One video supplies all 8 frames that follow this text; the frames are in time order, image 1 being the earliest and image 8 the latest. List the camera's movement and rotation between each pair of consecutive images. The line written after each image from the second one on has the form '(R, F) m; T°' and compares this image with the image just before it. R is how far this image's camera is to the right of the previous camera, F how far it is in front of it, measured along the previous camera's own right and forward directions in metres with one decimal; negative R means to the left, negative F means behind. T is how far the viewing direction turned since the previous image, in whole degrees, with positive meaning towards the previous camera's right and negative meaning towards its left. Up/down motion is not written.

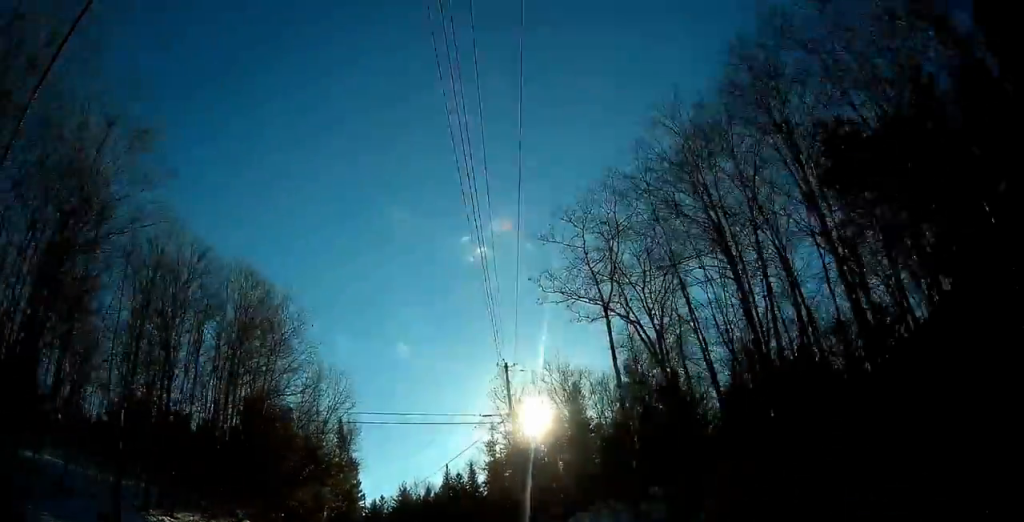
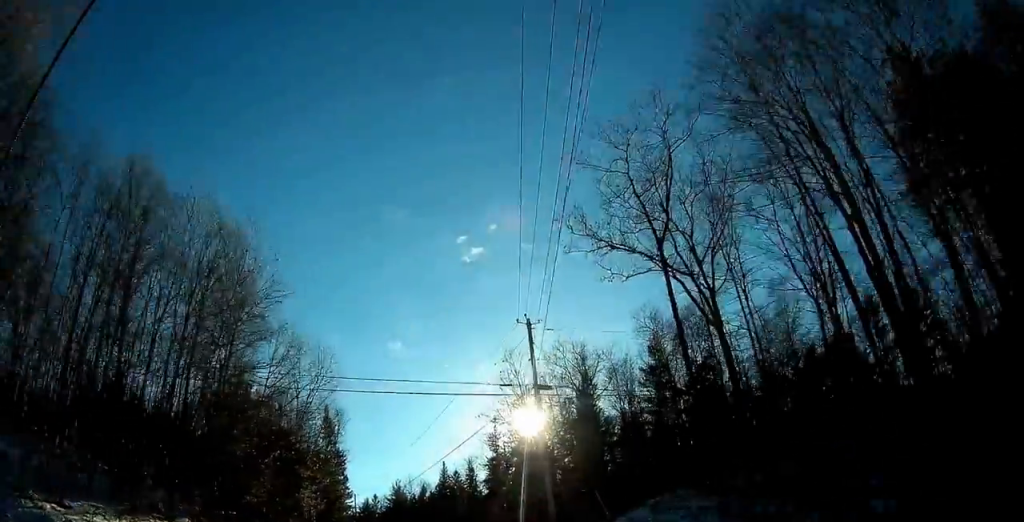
(-0.3, +8.5) m; 0°
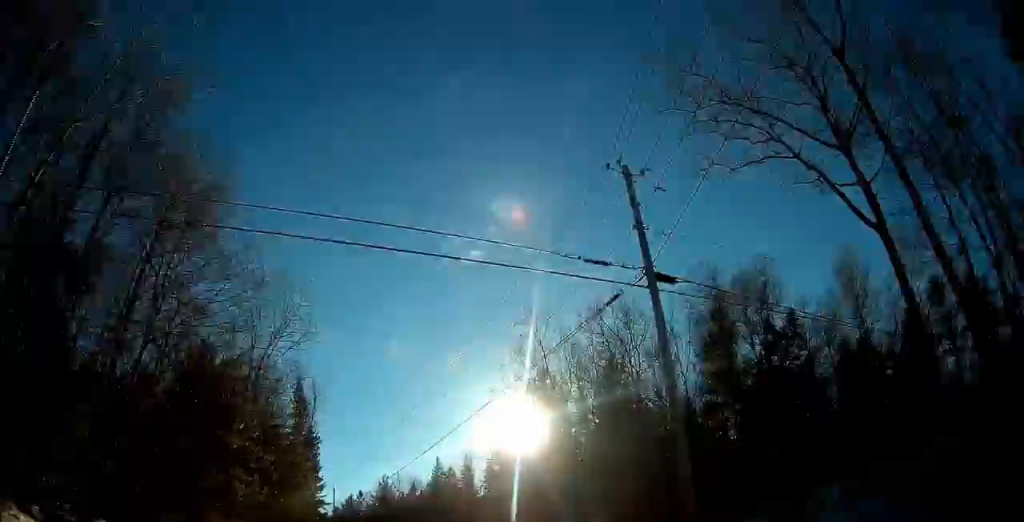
(+0.4, +12.6) m; +3°
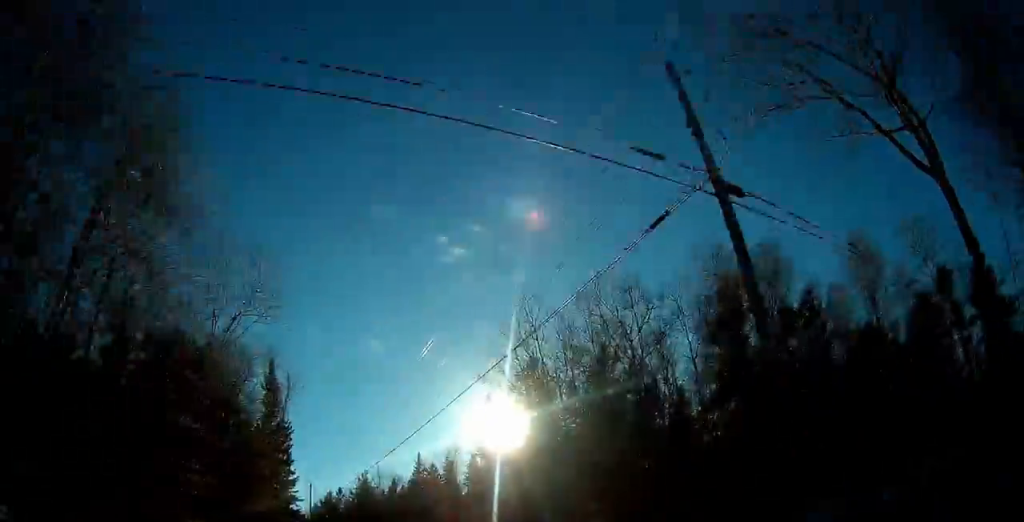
(0.0, +3.8) m; 0°
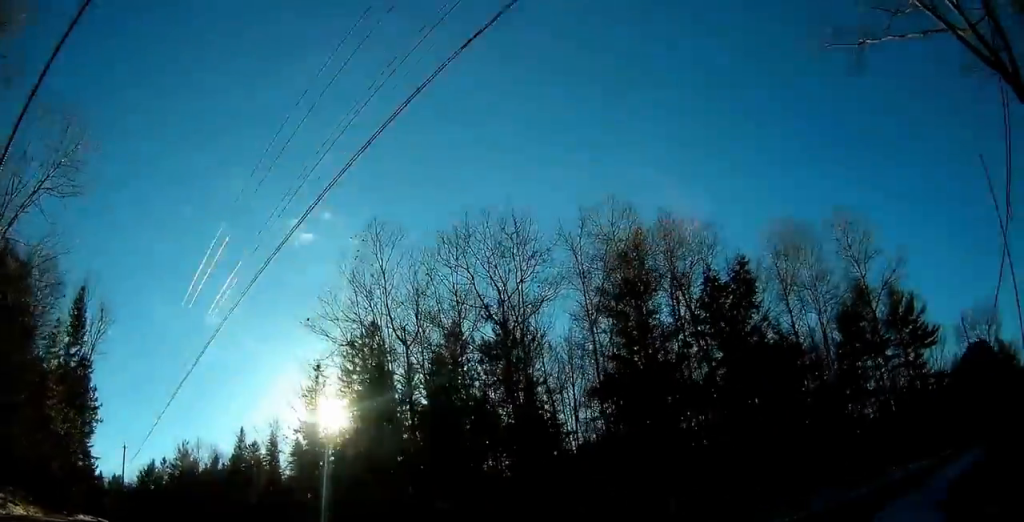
(0.0, +8.9) m; +27°
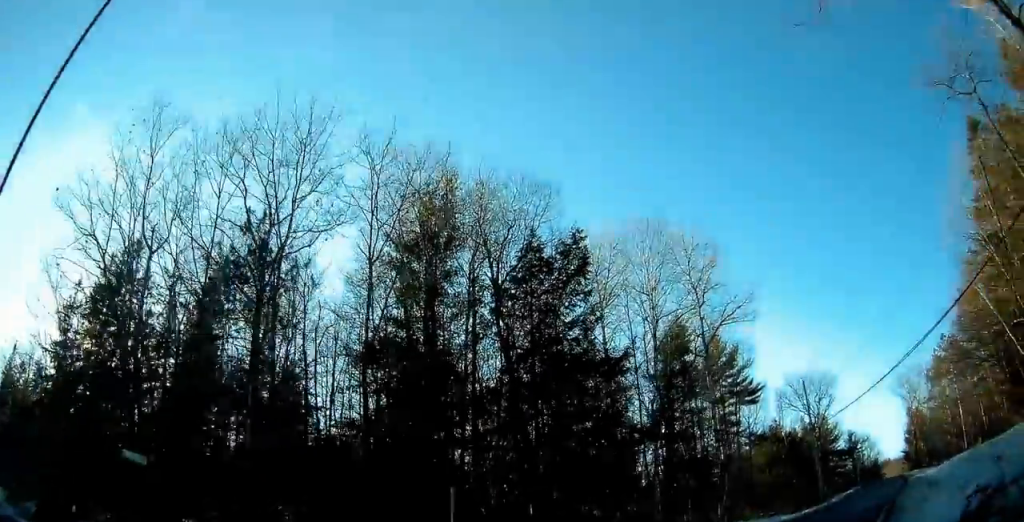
(+3.1, +4.4) m; +33°
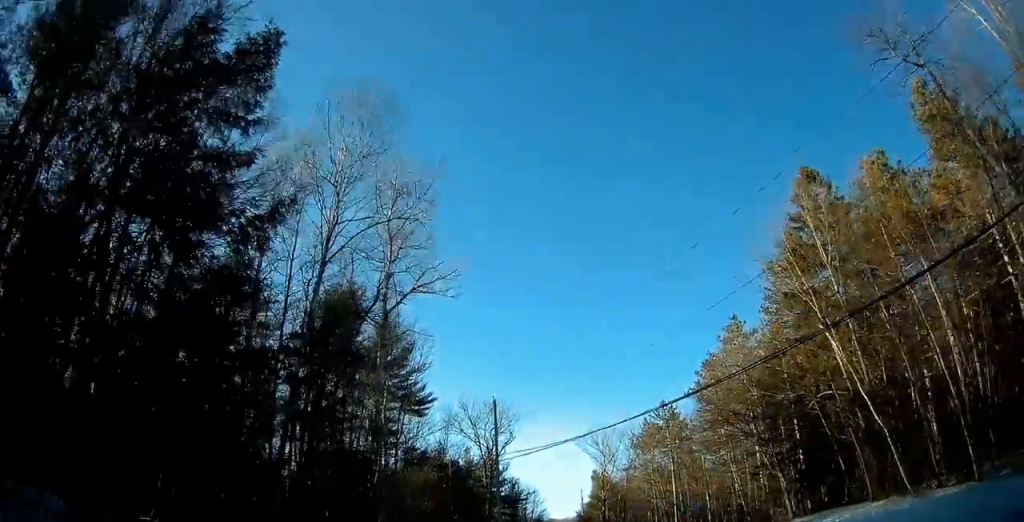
(-0.1, +11.2) m; +9°
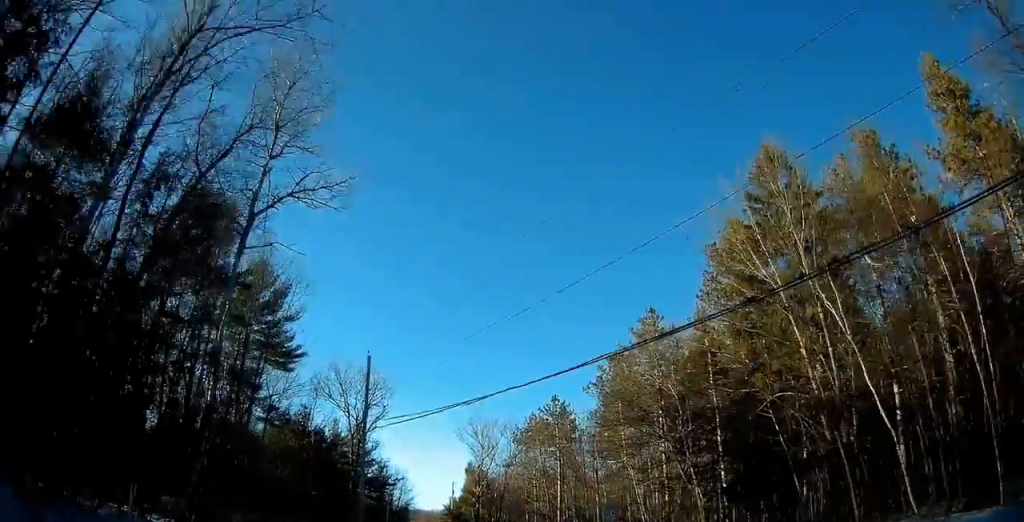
(+1.2, +6.9) m; +16°
